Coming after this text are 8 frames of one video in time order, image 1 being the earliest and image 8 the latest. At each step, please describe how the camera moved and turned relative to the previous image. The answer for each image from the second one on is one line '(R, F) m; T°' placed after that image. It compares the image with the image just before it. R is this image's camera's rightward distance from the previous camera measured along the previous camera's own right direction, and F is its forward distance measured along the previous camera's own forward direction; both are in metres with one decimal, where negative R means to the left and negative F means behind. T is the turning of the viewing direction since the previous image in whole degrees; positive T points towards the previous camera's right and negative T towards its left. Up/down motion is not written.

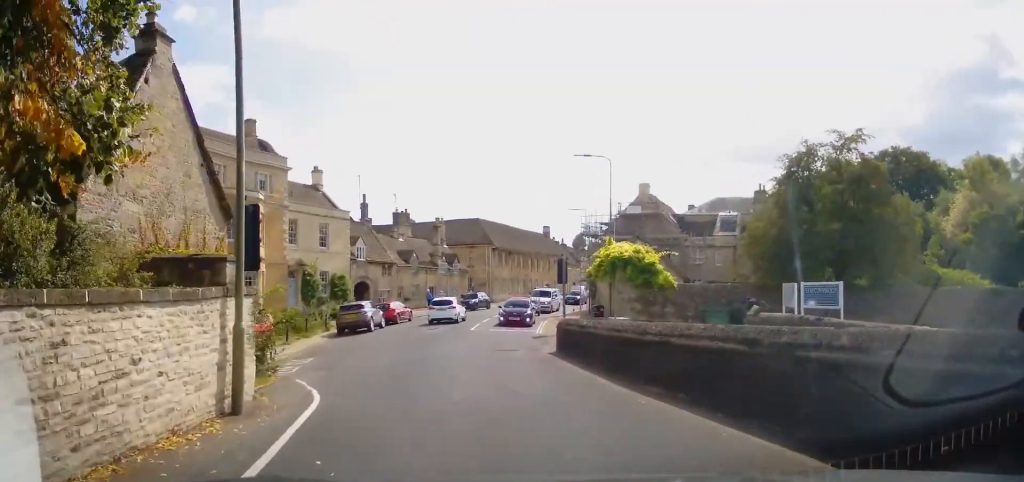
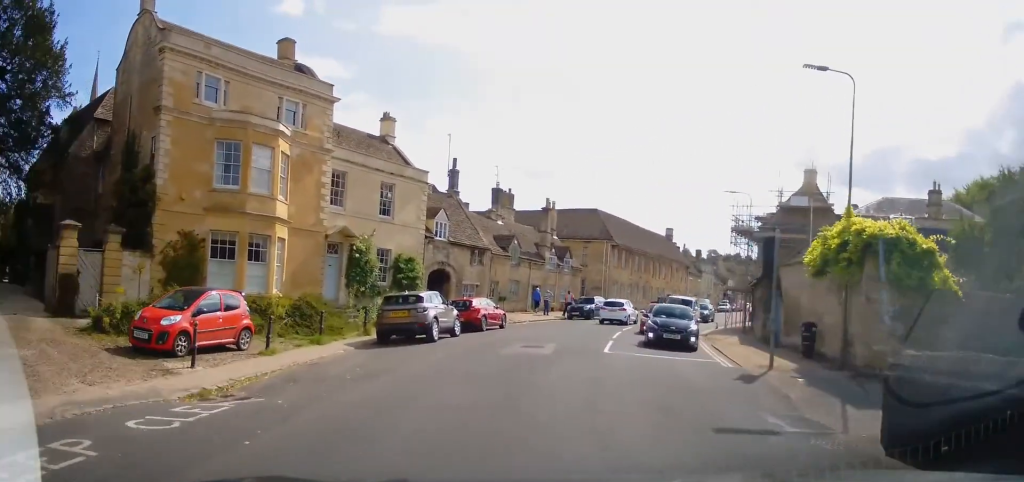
(-1.8, +11.8) m; -10°
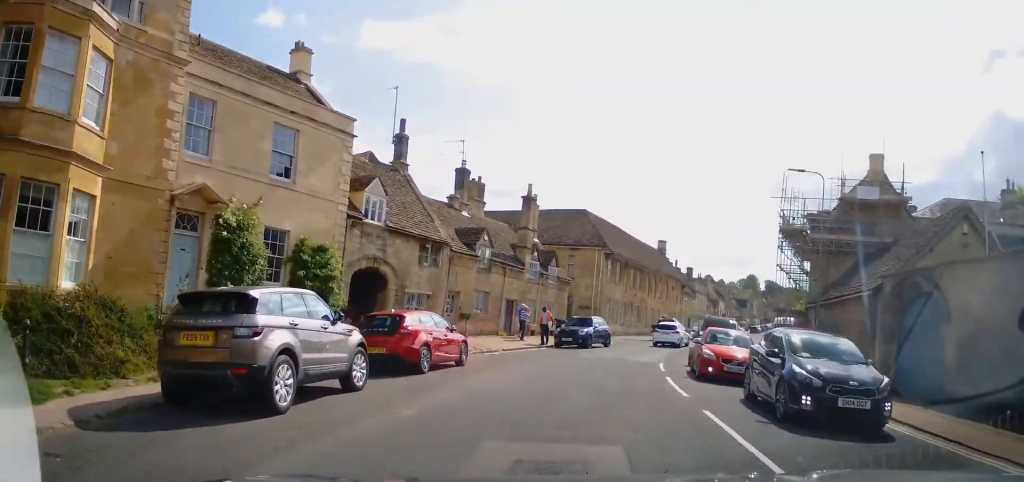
(+0.3, +11.3) m; +8°
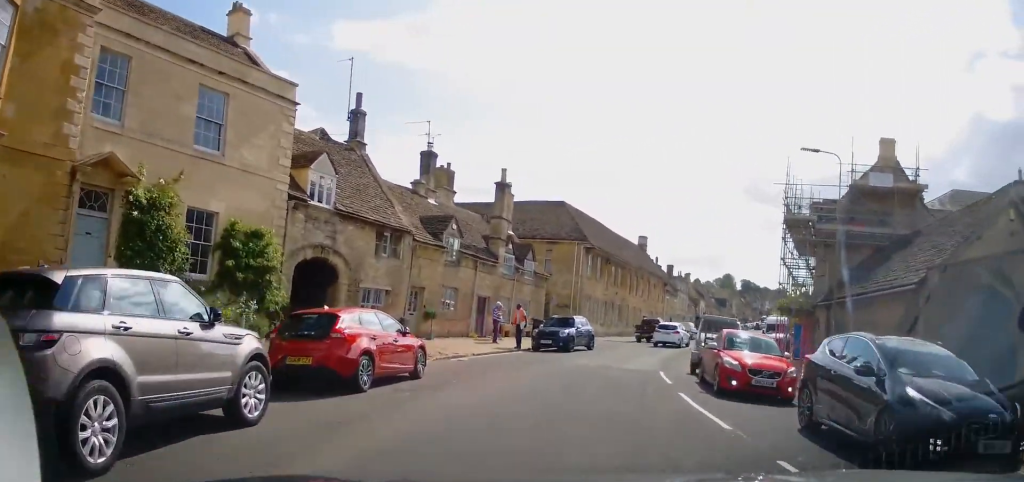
(+0.3, +3.3) m; +2°
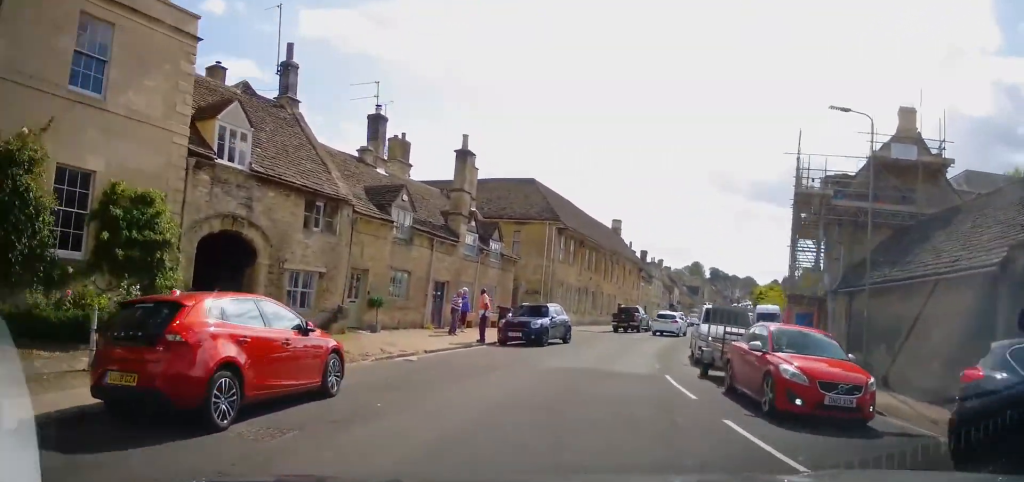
(+0.2, +3.9) m; +3°
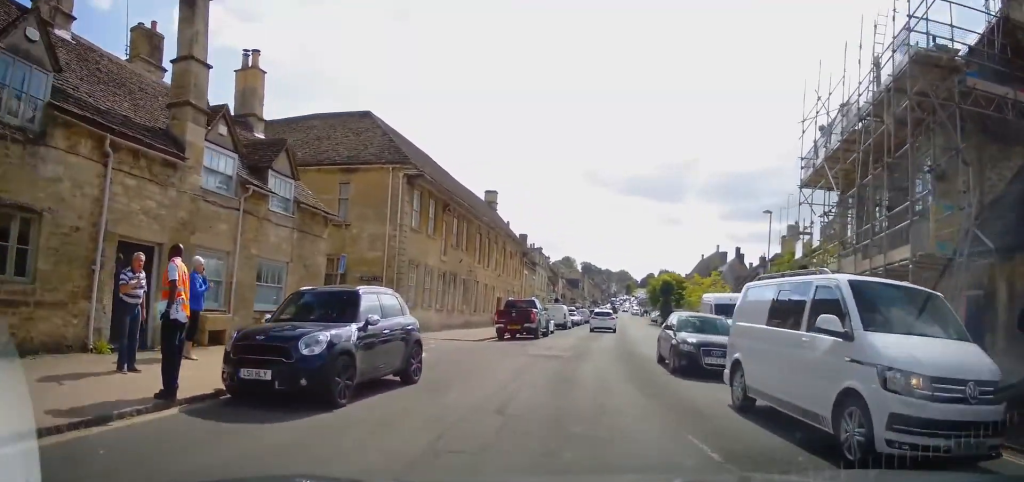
(+1.1, +14.0) m; +11°
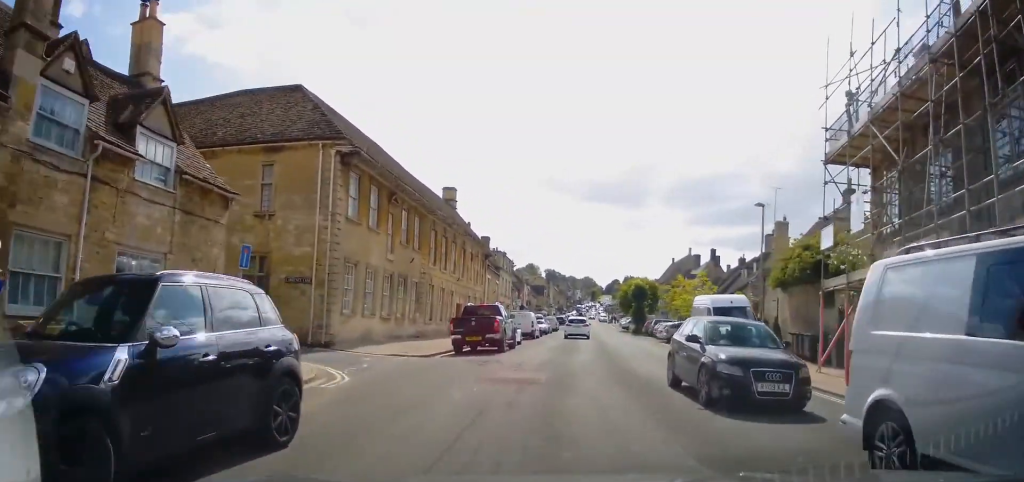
(+0.2, +4.5) m; +4°
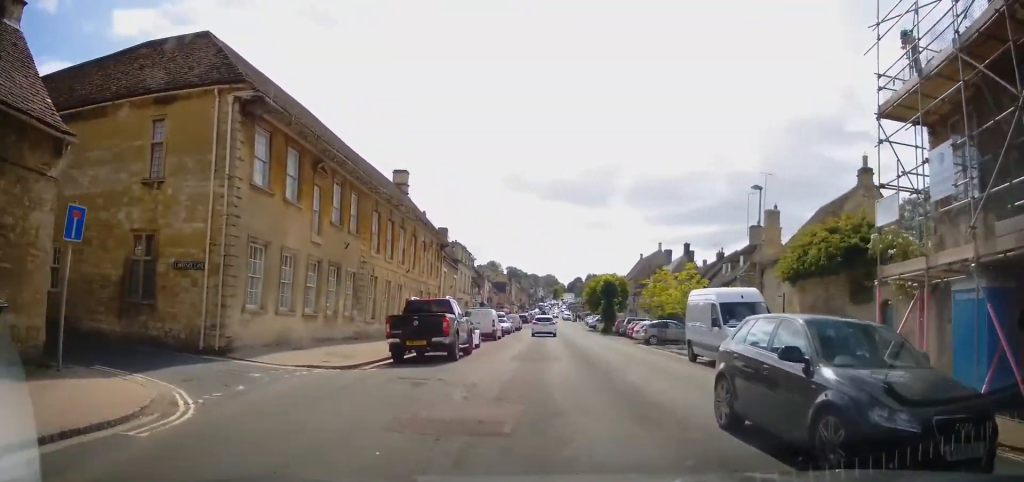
(+0.1, +4.8) m; +5°
